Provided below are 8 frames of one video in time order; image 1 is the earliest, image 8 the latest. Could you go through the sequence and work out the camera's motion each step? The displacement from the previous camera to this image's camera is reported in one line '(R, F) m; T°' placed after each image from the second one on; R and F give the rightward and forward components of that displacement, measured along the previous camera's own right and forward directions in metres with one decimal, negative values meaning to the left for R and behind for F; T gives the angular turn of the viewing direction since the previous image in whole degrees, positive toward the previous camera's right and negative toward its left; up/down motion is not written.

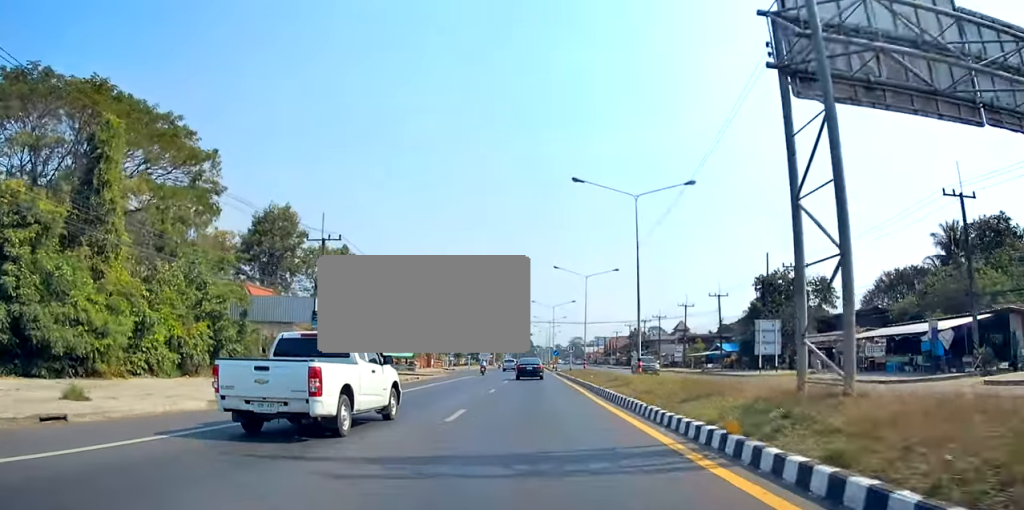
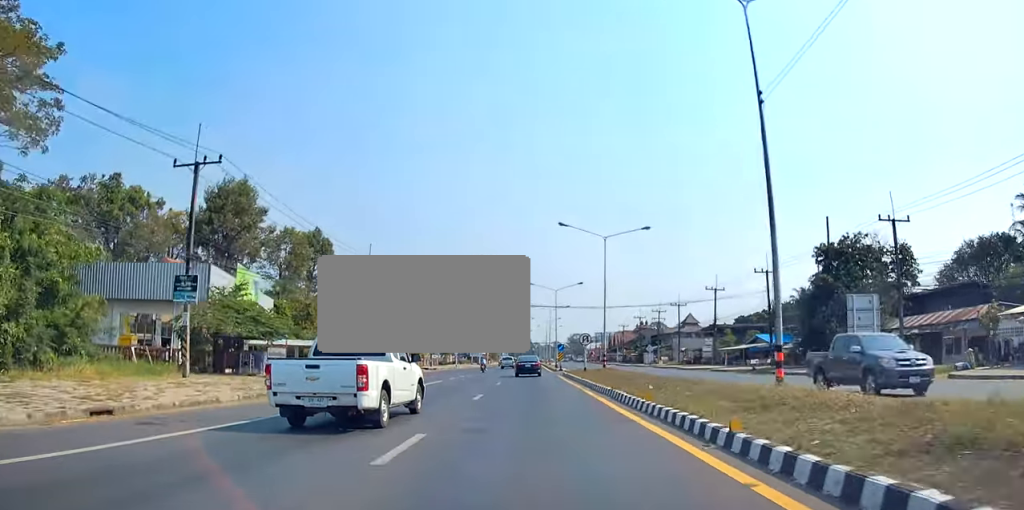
(-0.5, +17.1) m; -1°
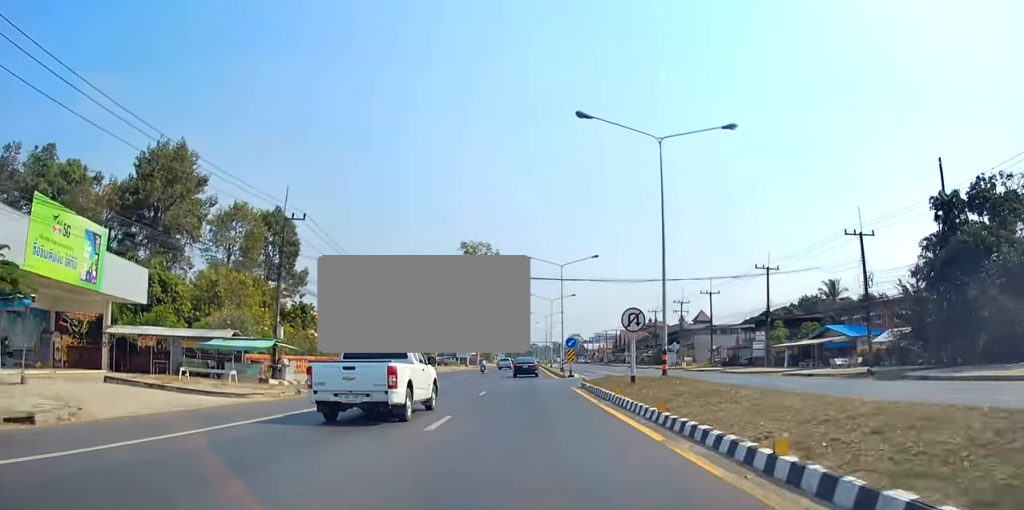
(+0.4, +20.5) m; +1°
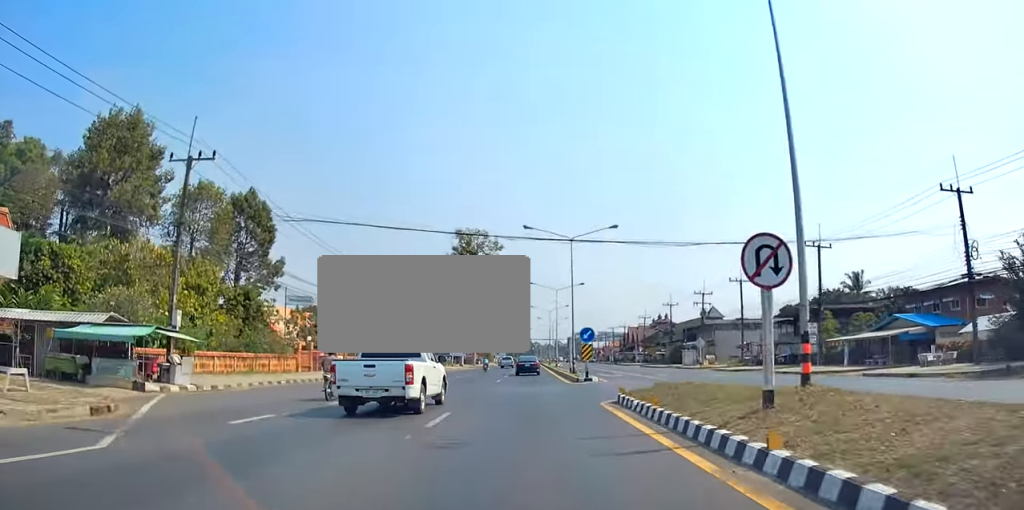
(-0.2, +11.5) m; -1°
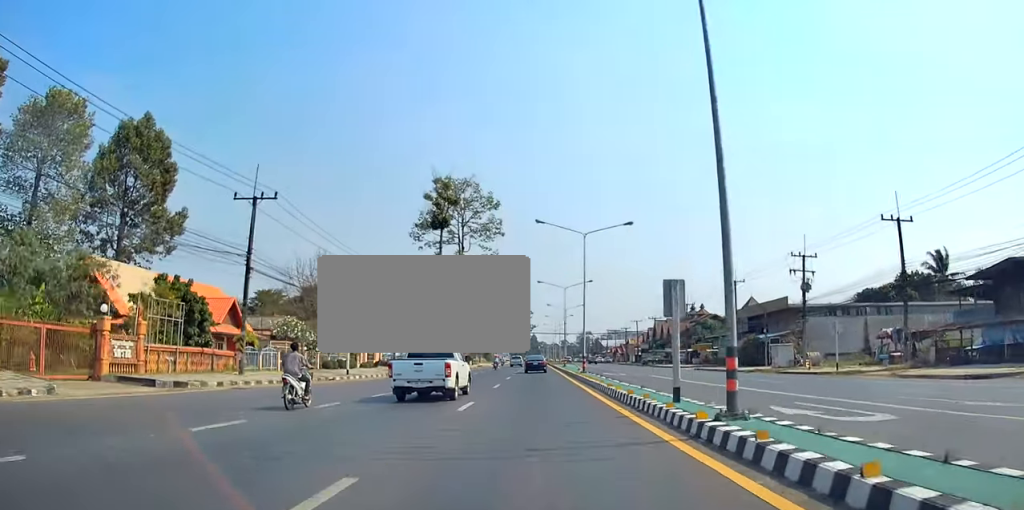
(-0.5, +32.7) m; 0°
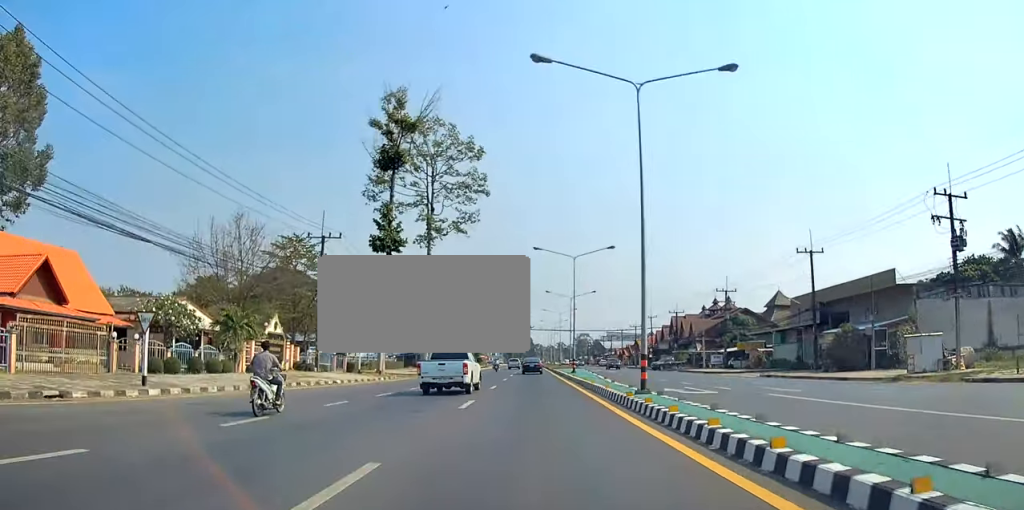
(+0.3, +22.8) m; 0°
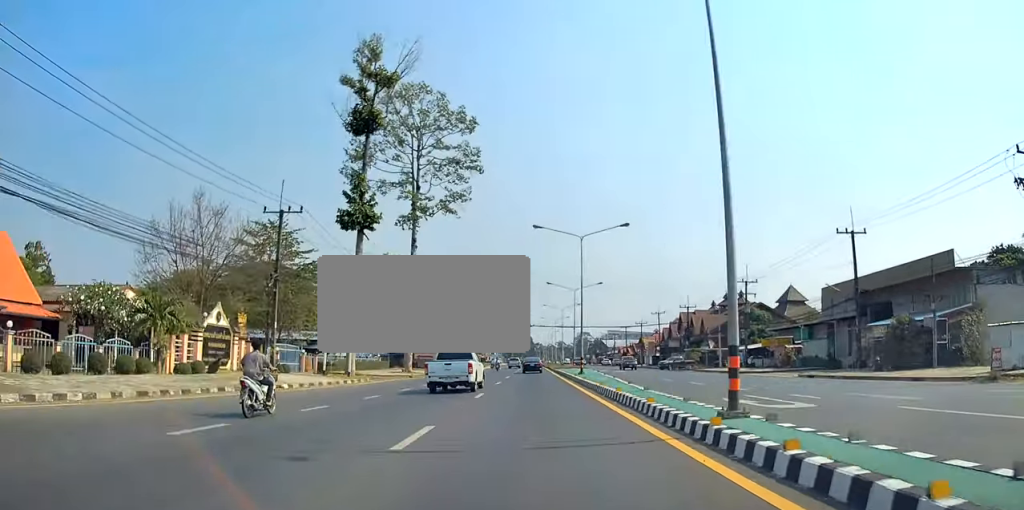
(0.0, +7.8) m; 0°
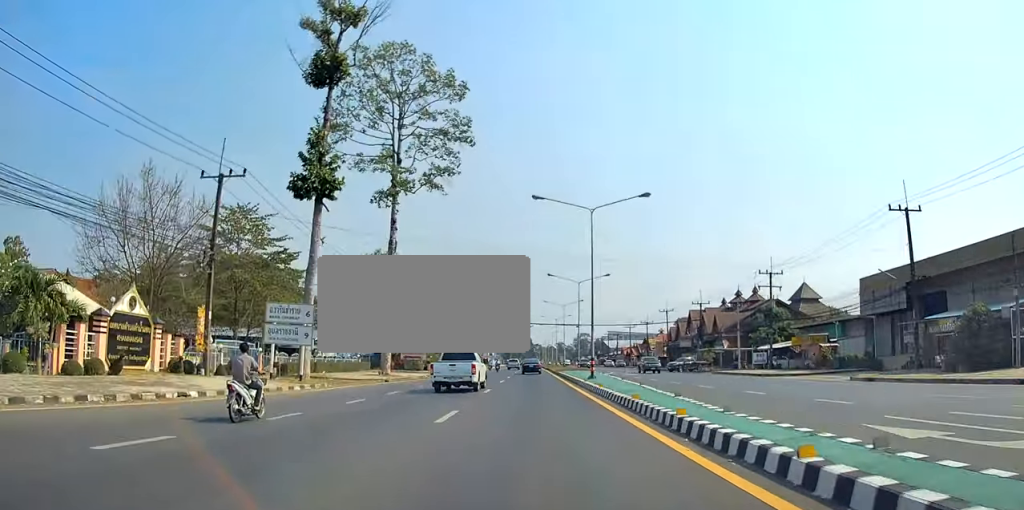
(0.0, +8.1) m; 0°
